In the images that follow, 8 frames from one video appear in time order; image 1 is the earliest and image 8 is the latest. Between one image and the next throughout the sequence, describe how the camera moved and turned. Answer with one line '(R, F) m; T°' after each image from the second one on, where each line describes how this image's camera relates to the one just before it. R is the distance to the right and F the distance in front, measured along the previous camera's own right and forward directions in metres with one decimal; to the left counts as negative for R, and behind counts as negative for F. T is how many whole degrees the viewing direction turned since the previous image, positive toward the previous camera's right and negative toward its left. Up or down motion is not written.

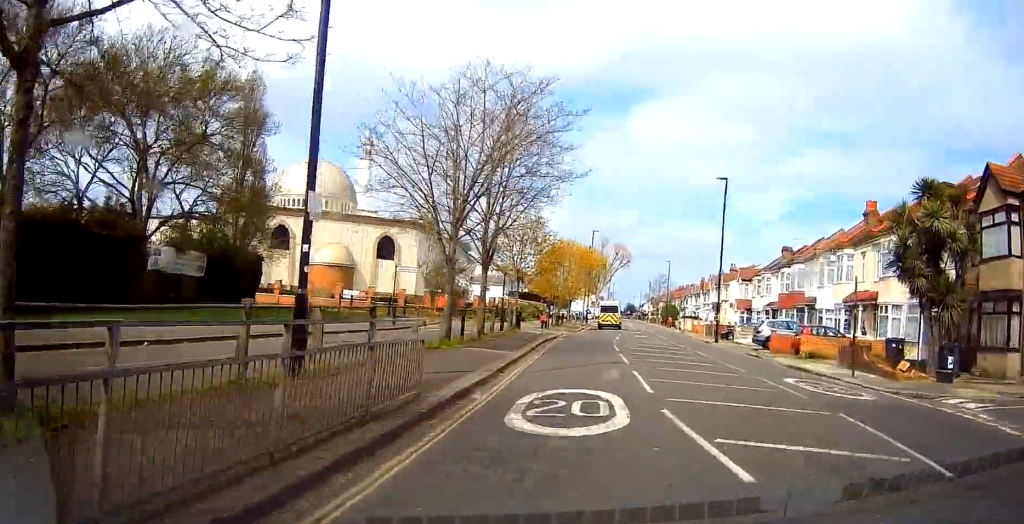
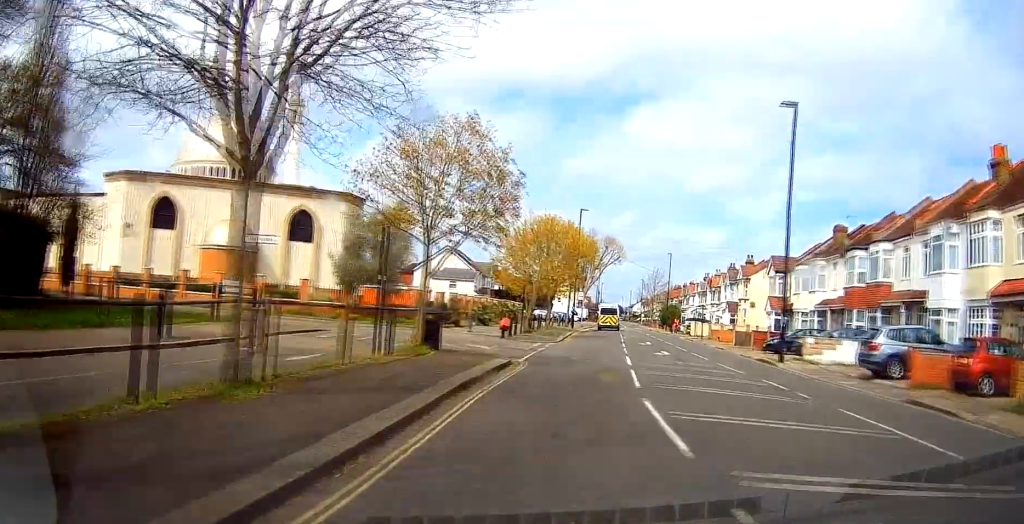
(-0.2, +17.8) m; 0°
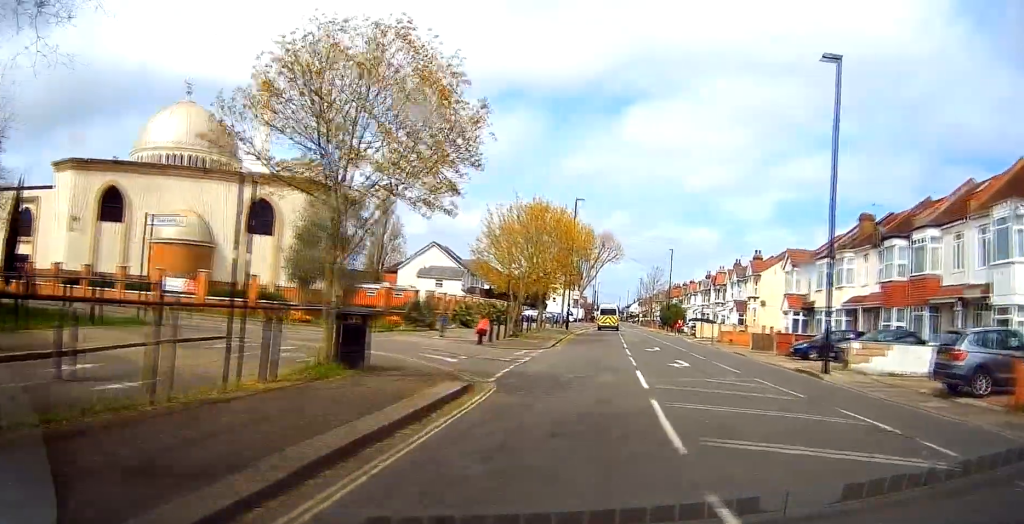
(0.0, +5.5) m; +1°
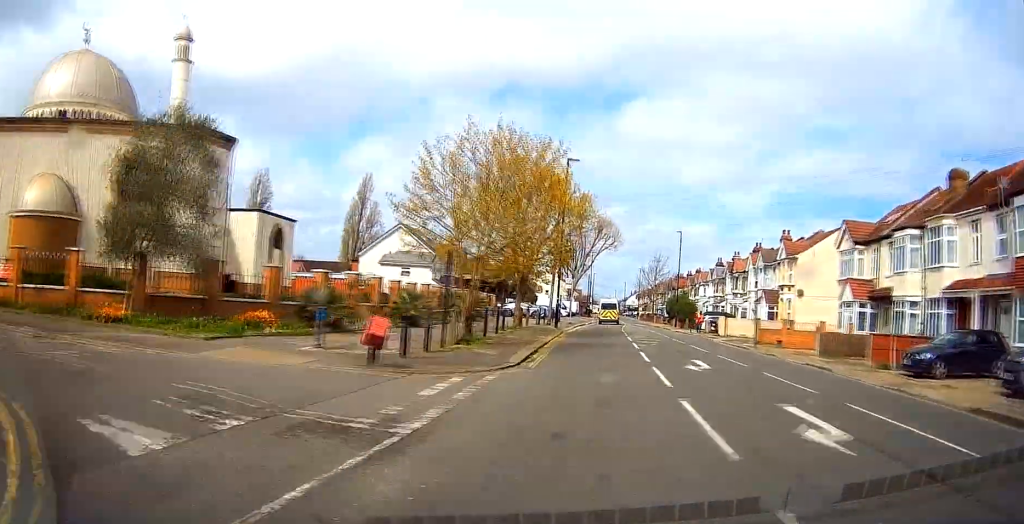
(+0.3, +12.2) m; +1°
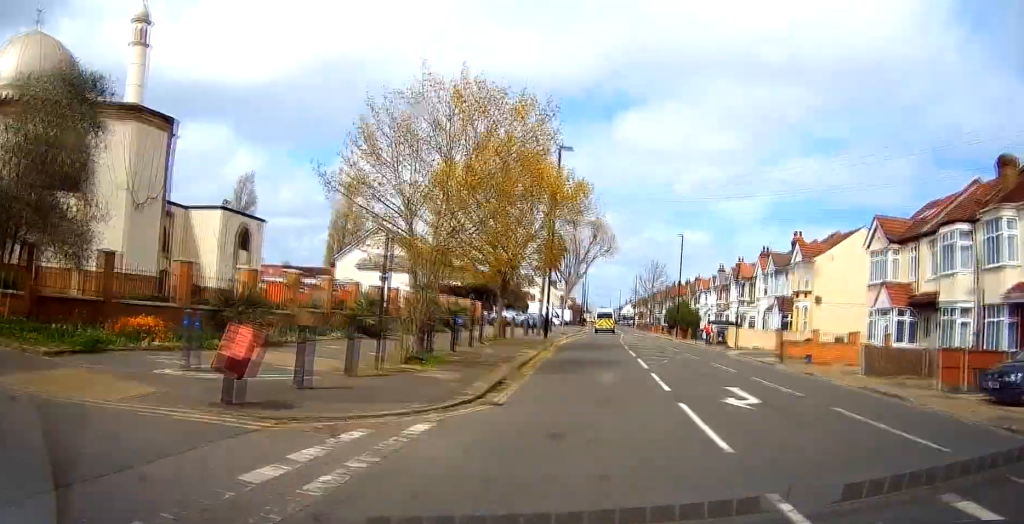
(-0.1, +5.1) m; 0°
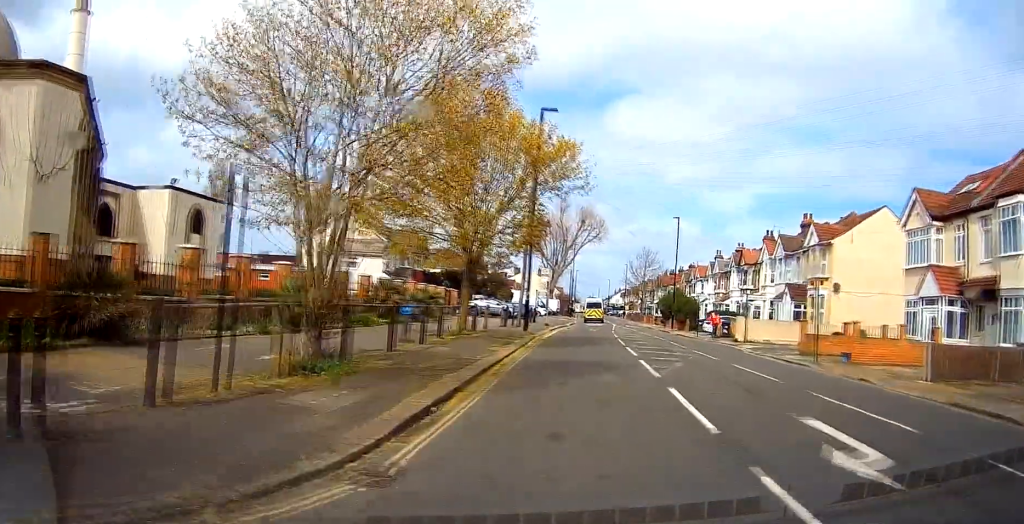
(-0.2, +5.4) m; 0°
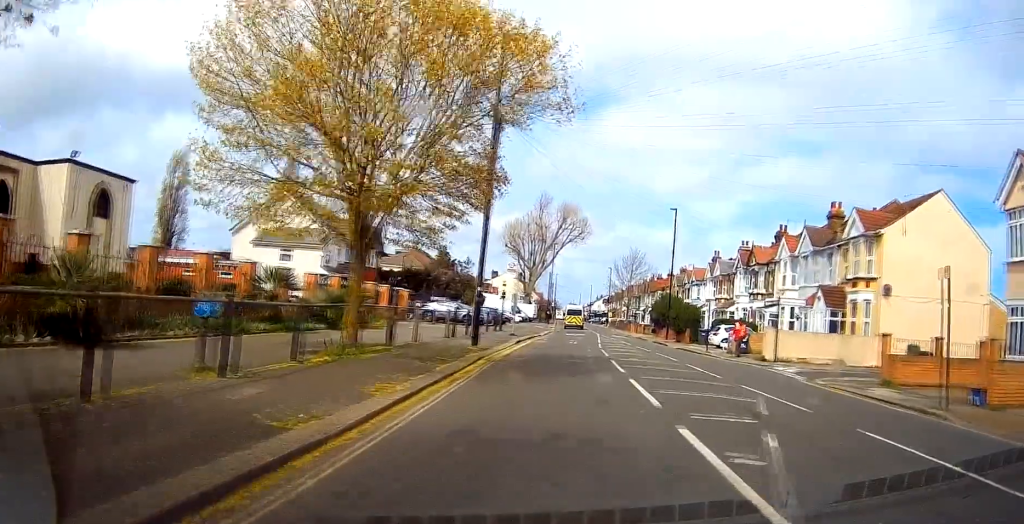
(+0.3, +9.5) m; +2°
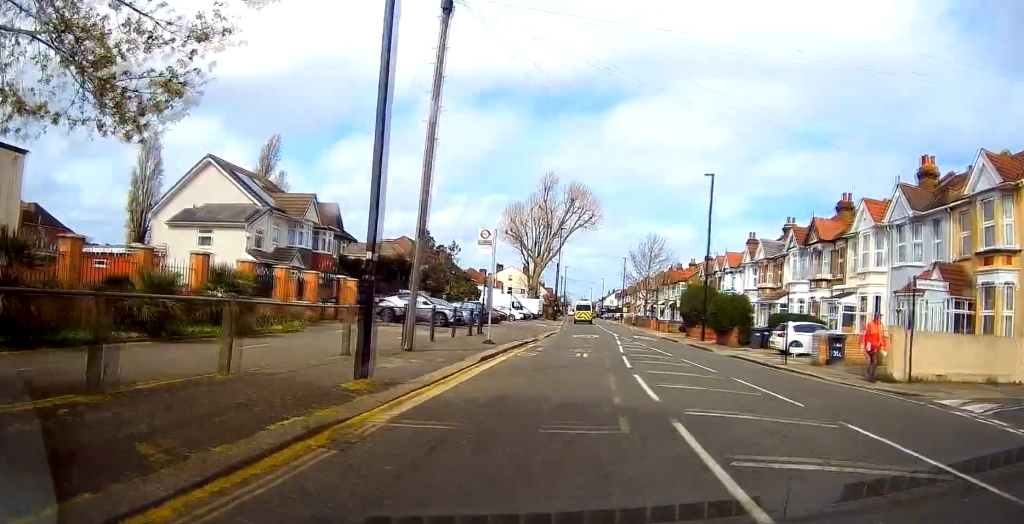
(0.0, +11.8) m; 0°
